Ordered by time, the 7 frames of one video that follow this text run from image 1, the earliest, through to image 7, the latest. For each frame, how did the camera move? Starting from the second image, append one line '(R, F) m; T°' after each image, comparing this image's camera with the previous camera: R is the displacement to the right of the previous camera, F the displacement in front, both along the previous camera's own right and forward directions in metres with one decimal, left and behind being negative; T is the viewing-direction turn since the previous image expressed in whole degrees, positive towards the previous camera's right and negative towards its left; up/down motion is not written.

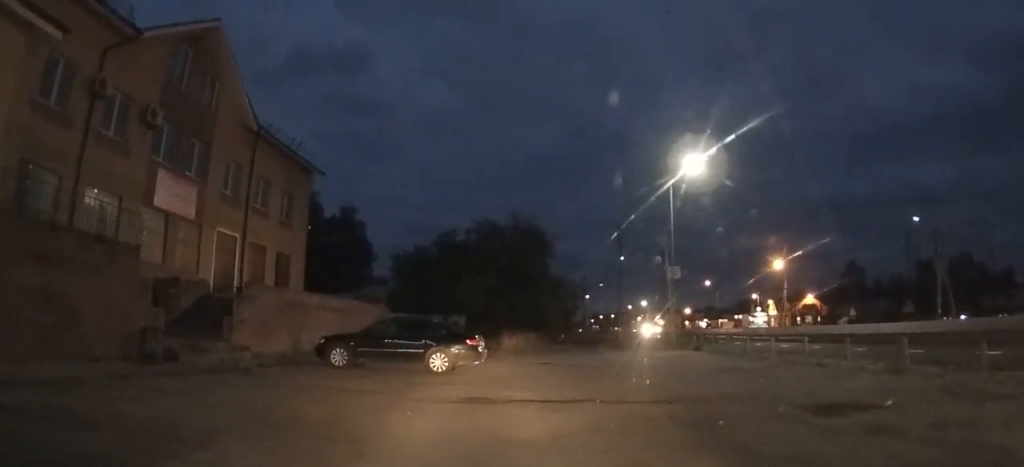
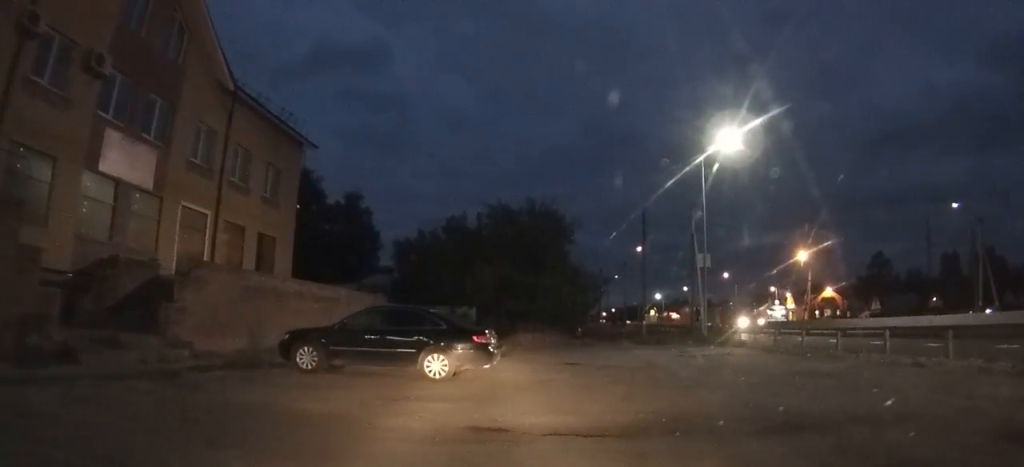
(-0.3, +5.3) m; -3°
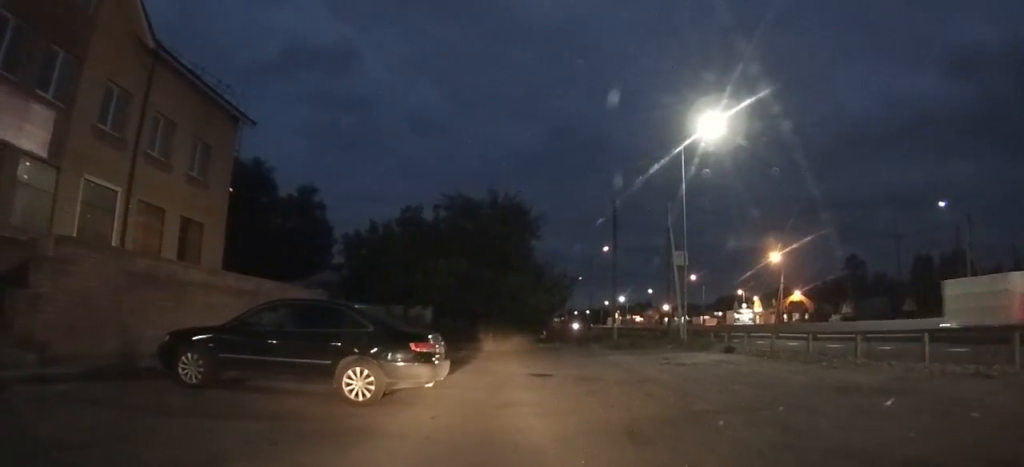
(+0.1, +4.7) m; 0°
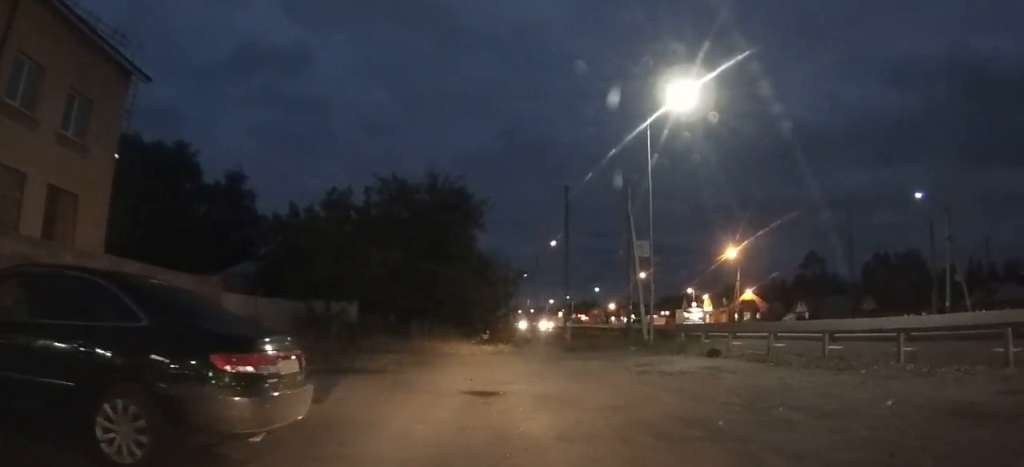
(+0.2, +5.5) m; +6°
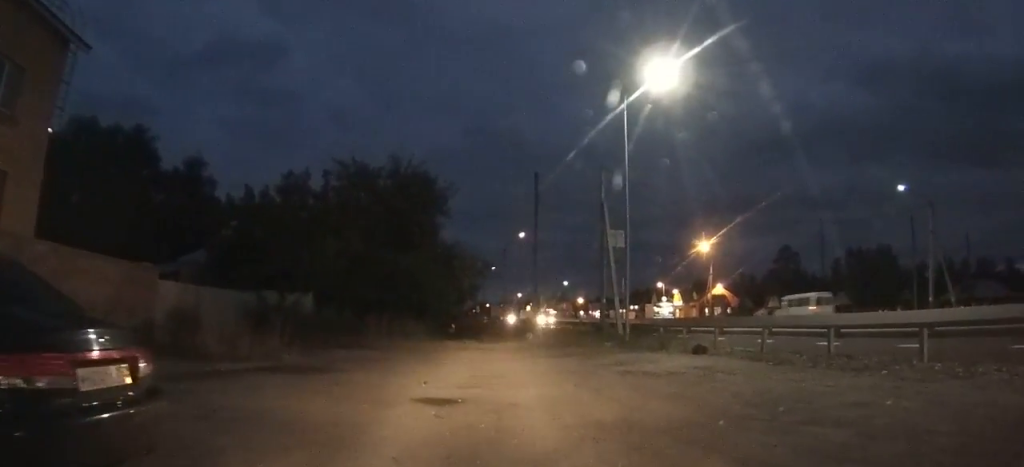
(+0.1, +2.6) m; +2°
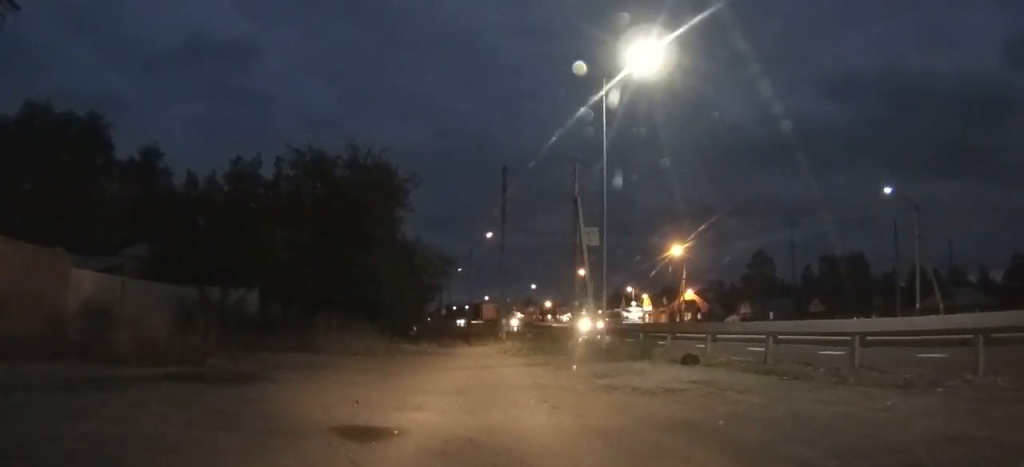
(0.0, +2.6) m; -1°
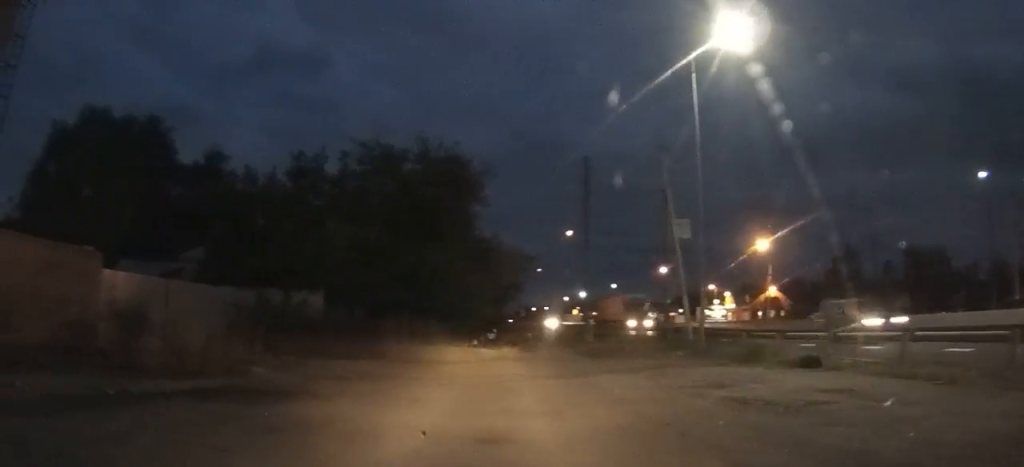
(-0.1, +1.9) m; -1°
